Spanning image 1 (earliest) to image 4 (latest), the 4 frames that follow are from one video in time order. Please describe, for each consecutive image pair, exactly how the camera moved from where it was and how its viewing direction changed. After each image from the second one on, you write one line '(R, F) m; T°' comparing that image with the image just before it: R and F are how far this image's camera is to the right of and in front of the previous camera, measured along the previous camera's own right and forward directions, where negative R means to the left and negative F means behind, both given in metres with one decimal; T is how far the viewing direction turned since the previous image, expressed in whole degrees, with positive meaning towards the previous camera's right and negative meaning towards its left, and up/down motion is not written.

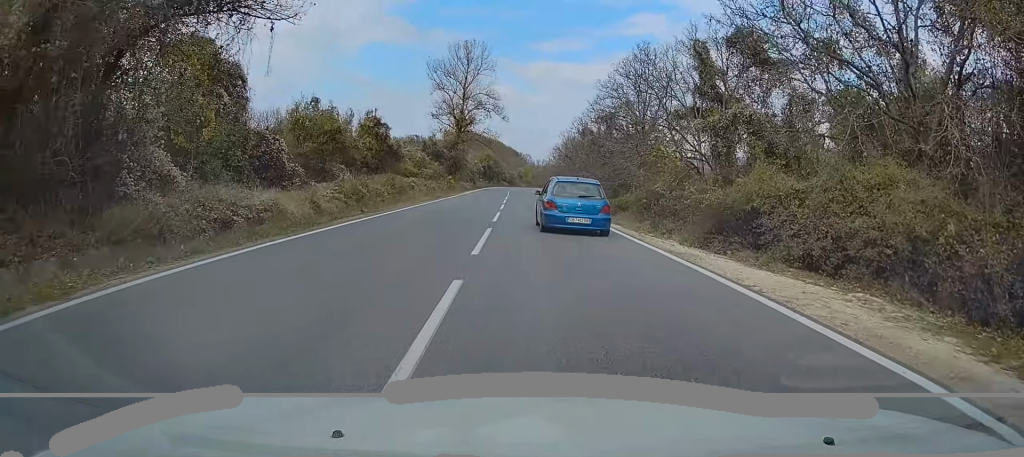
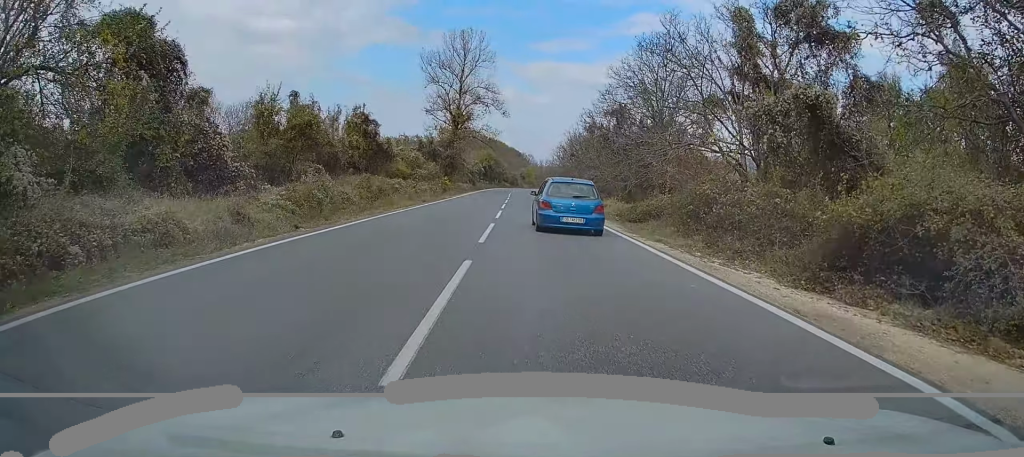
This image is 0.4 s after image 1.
(0.0, +6.7) m; 0°
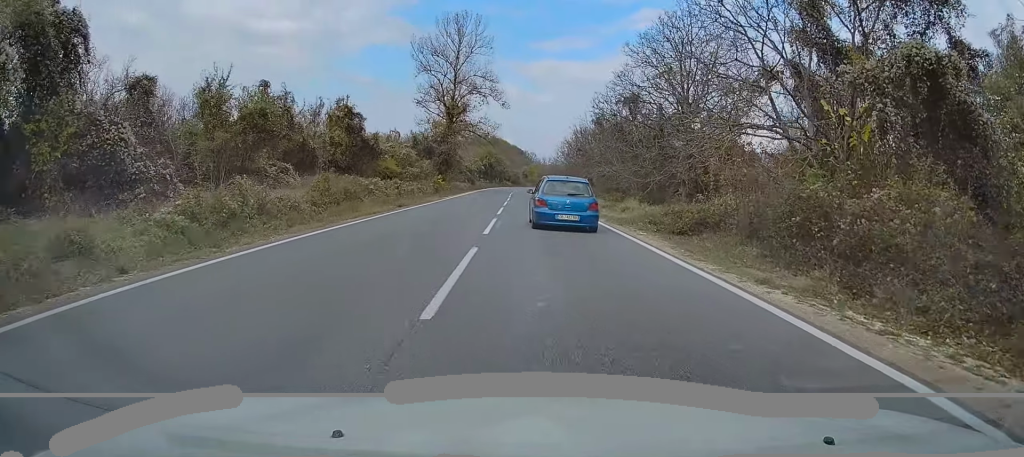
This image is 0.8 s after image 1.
(0.0, +7.3) m; 0°
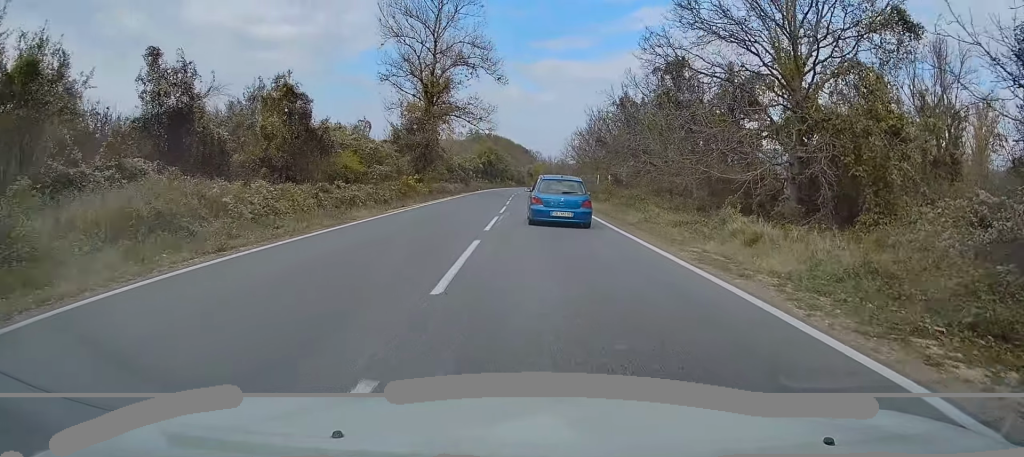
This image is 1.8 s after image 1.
(-0.1, +17.0) m; -1°
